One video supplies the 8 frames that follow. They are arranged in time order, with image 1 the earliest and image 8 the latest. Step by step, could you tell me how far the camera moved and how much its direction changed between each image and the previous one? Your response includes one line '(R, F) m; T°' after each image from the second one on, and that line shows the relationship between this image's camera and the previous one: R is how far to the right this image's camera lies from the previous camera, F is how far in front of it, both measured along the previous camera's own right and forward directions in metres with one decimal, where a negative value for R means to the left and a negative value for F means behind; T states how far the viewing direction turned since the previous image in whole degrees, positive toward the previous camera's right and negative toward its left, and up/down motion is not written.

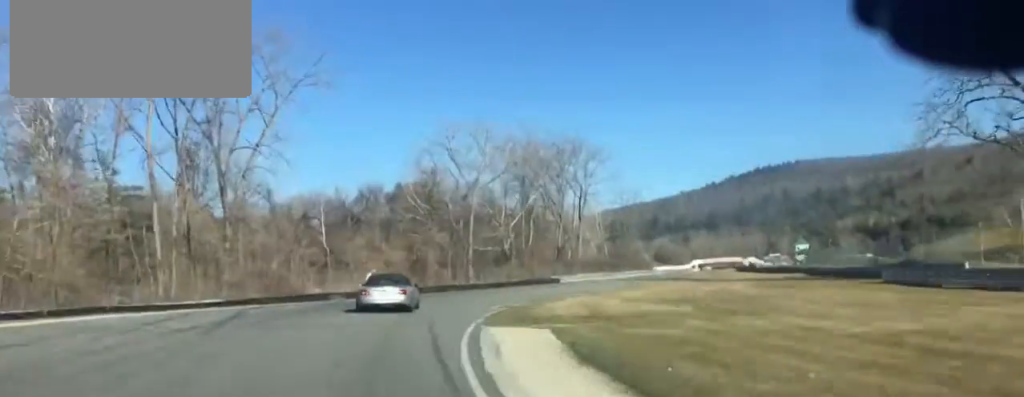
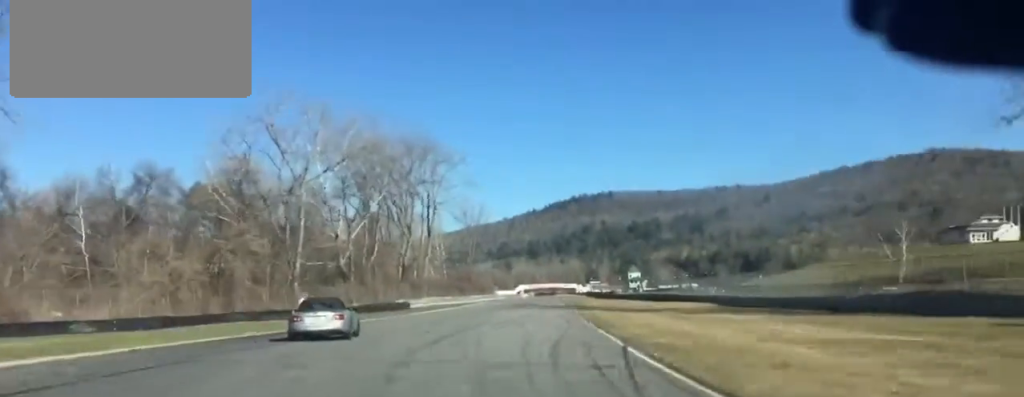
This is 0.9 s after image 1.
(+2.9, +30.2) m; +14°
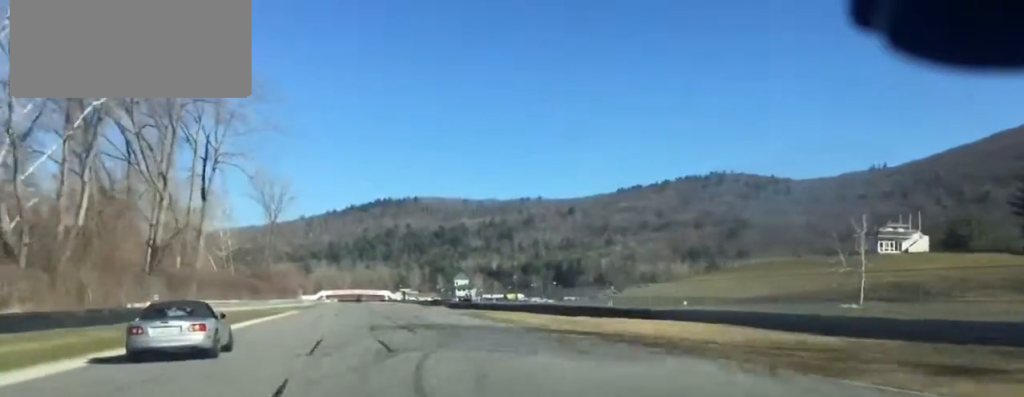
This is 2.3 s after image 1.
(+9.1, +53.2) m; +12°
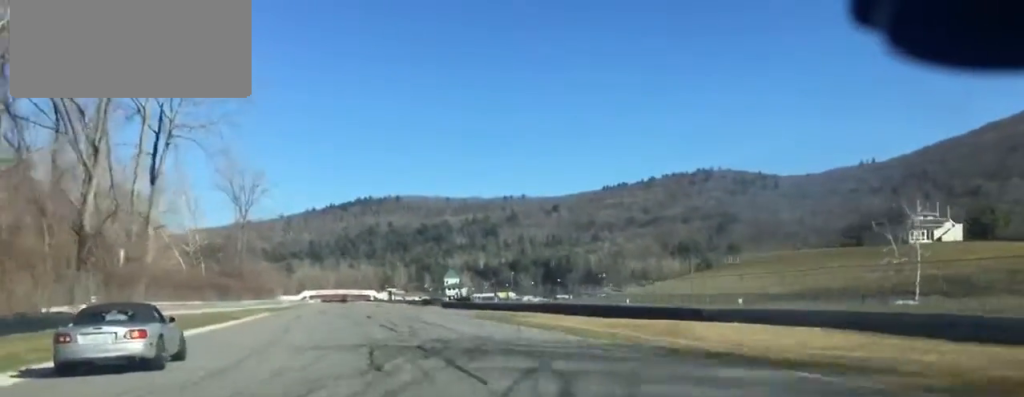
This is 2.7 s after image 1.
(0.0, +15.6) m; +1°
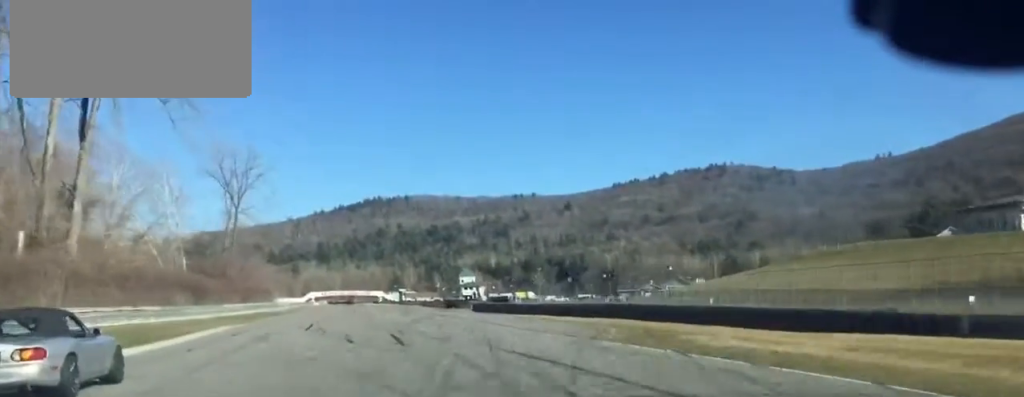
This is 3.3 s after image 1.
(+0.9, +25.6) m; +1°
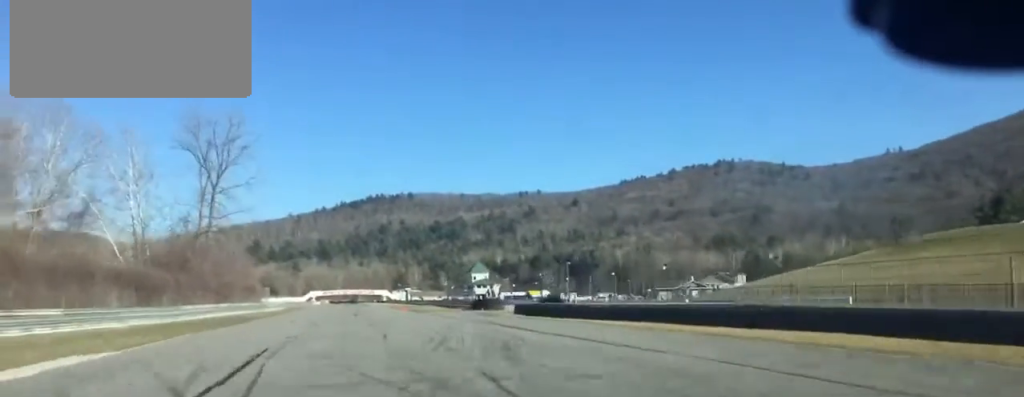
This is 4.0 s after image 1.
(0.0, +26.2) m; 0°
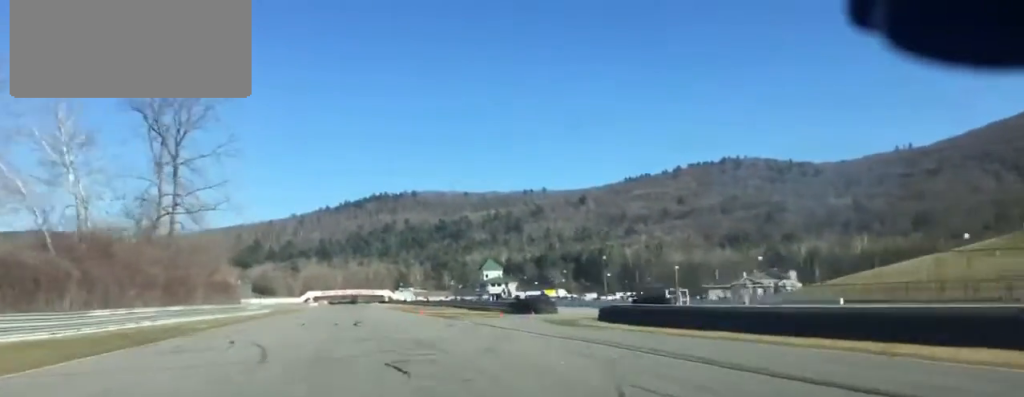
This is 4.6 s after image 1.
(-0.3, +26.7) m; -1°
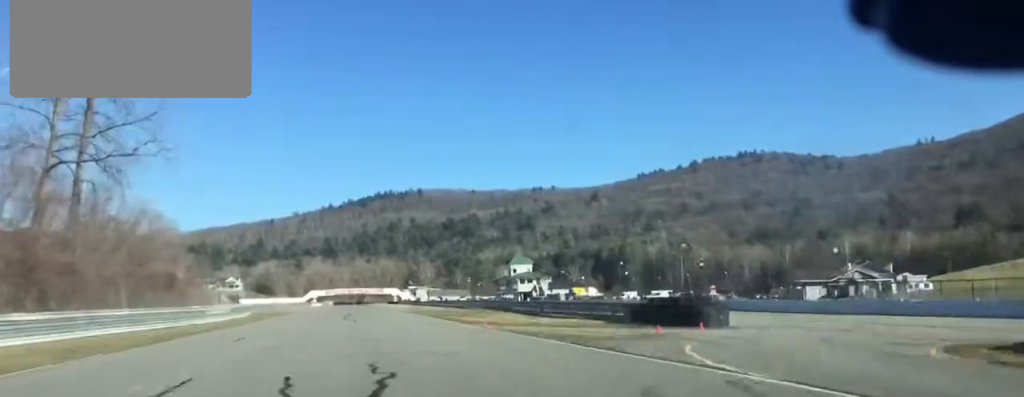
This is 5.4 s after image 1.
(0.0, +33.4) m; 0°
